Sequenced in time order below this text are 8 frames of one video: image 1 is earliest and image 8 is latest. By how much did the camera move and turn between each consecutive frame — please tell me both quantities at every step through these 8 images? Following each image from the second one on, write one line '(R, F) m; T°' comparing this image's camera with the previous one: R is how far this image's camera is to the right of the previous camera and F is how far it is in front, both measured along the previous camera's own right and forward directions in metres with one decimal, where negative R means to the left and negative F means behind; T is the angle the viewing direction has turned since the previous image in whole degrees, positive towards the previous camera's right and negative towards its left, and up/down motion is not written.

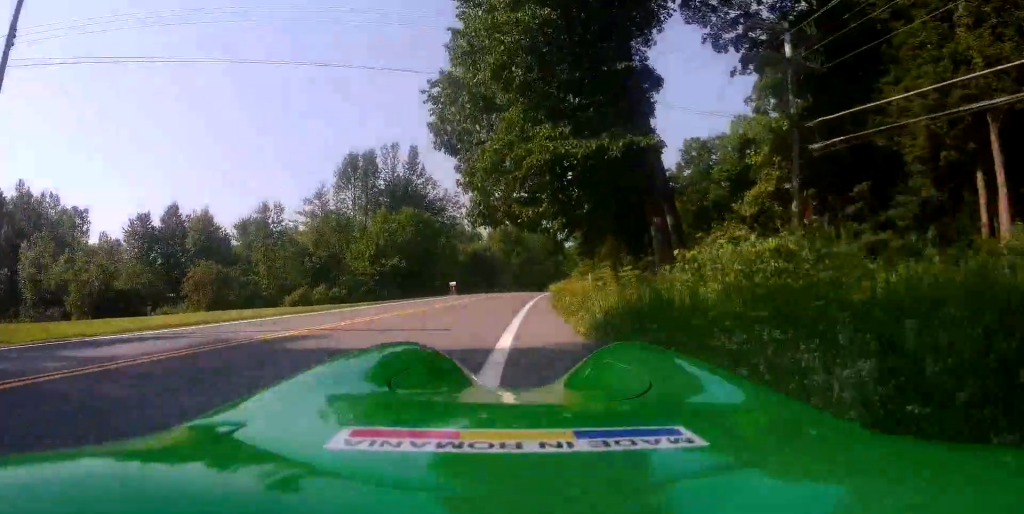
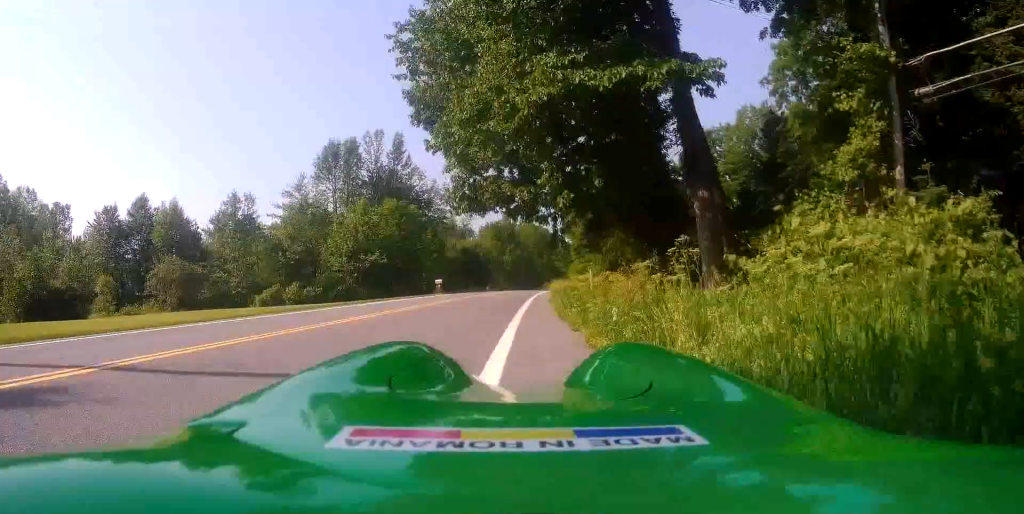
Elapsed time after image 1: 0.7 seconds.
(+0.7, +5.6) m; +3°
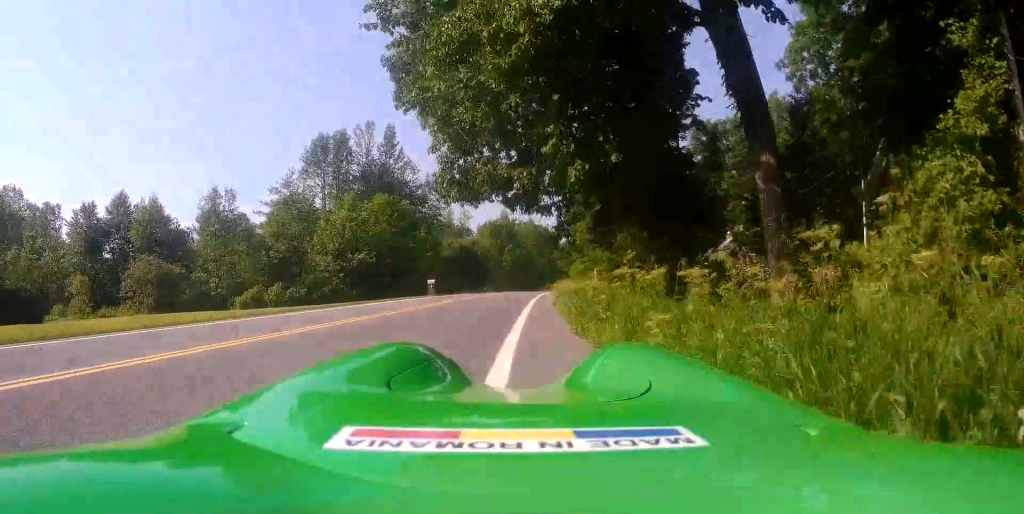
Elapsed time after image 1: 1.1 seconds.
(+0.1, +3.9) m; +1°
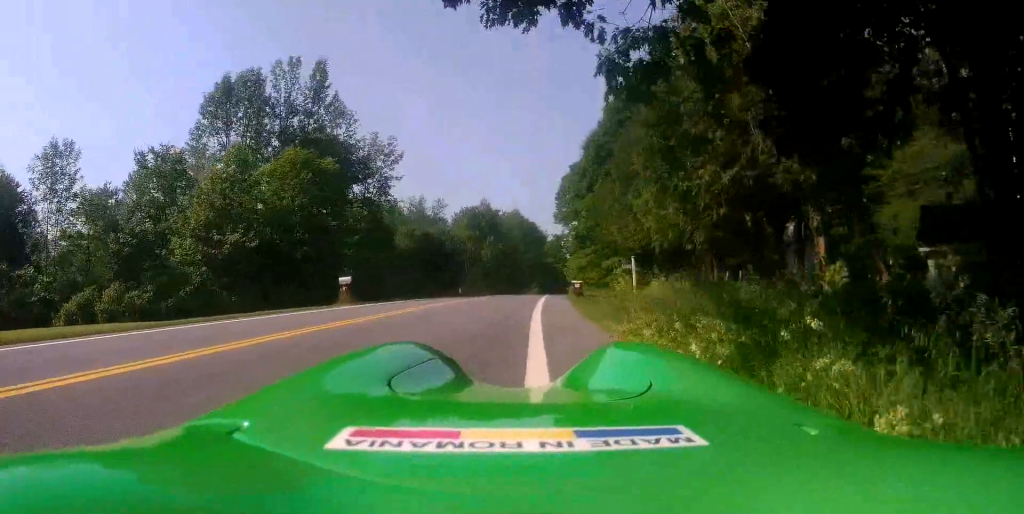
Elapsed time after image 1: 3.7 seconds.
(-0.3, +21.3) m; +1°
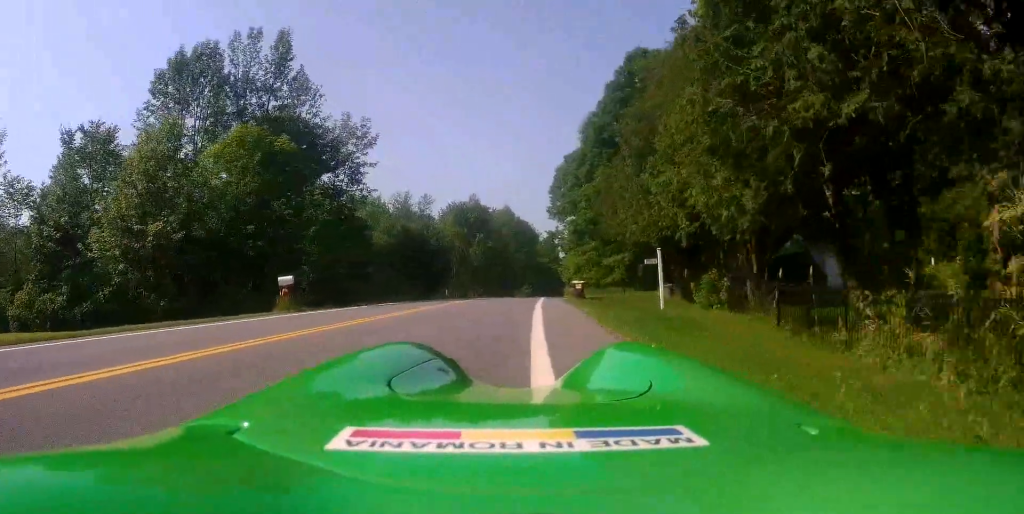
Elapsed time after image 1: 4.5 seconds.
(+0.3, +6.8) m; +3°
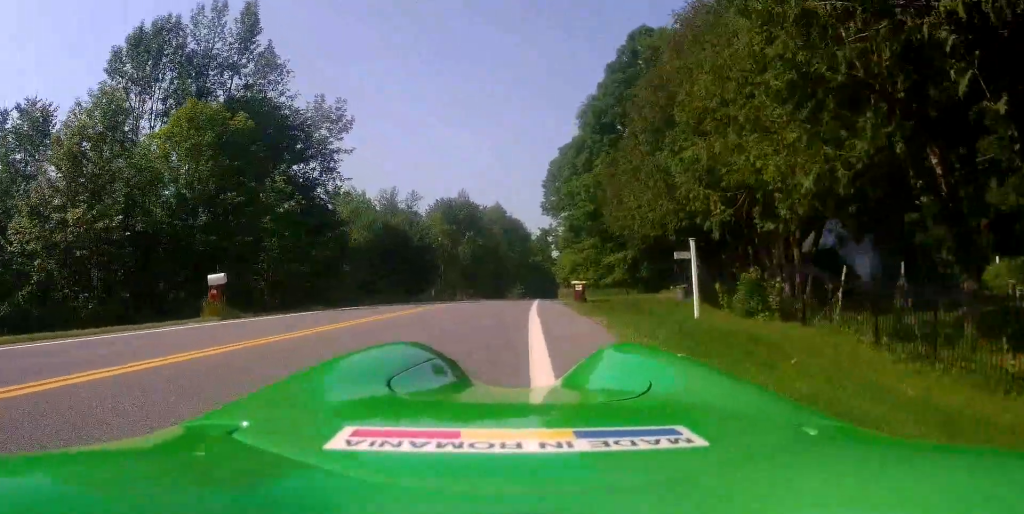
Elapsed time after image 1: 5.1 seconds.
(+0.2, +5.4) m; +1°
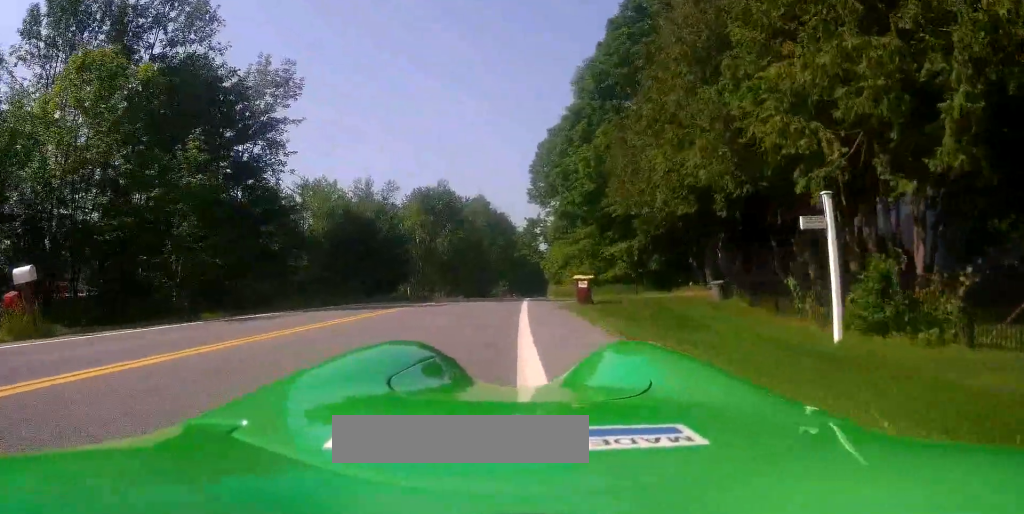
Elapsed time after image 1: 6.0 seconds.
(-0.1, +8.1) m; -2°
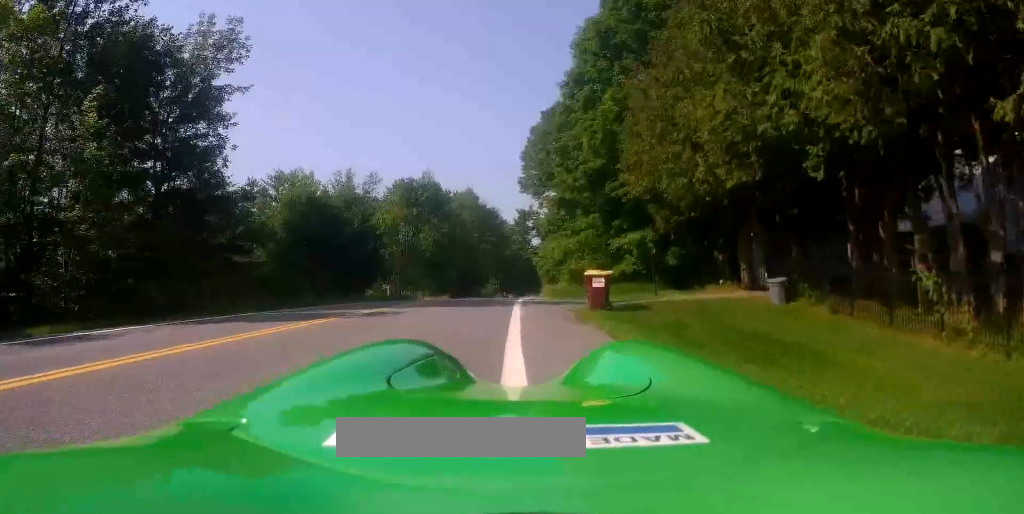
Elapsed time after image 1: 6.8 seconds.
(-0.3, +6.6) m; 0°
